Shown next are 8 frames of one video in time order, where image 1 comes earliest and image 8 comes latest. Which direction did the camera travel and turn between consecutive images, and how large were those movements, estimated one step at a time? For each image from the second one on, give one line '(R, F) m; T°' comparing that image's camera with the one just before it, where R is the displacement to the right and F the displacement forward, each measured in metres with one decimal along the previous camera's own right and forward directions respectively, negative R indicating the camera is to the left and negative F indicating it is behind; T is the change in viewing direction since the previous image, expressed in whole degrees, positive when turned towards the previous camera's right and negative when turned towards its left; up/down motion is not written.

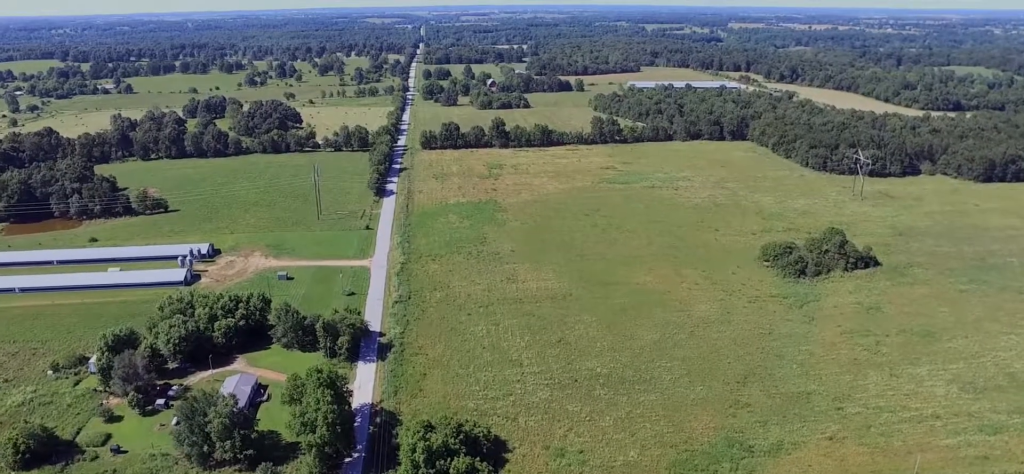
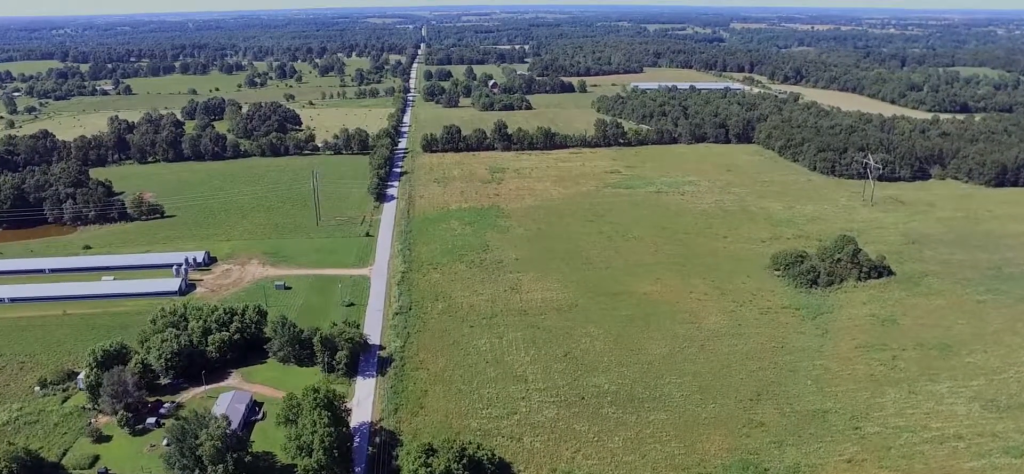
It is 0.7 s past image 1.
(0.0, +8.6) m; 0°
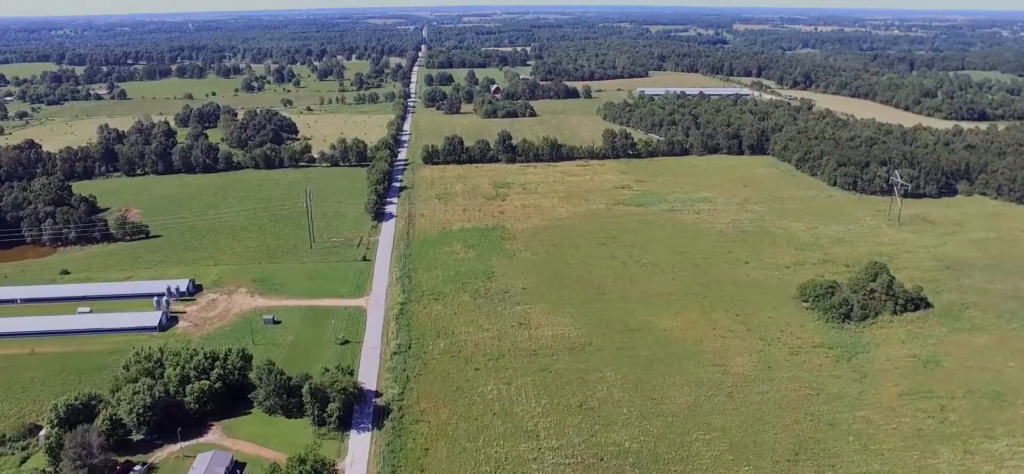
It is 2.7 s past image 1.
(+0.1, +23.8) m; +1°
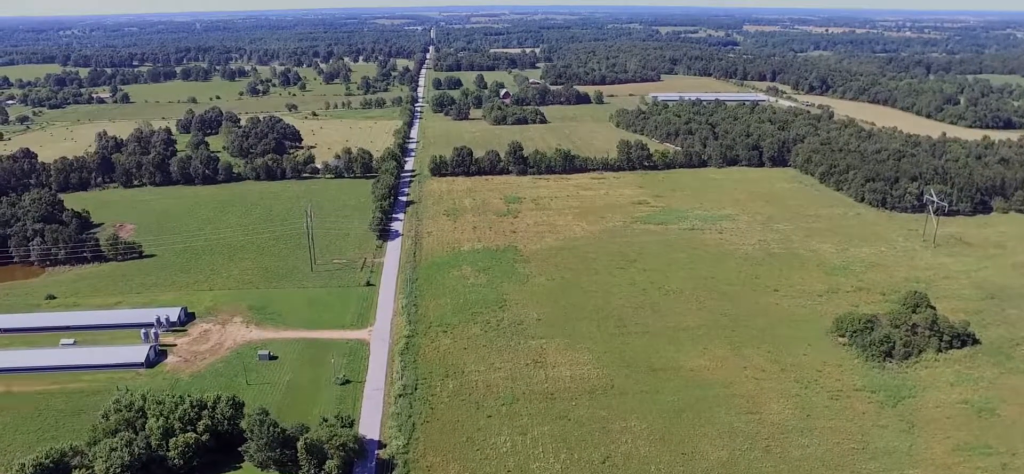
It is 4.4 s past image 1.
(+0.3, +21.3) m; +2°
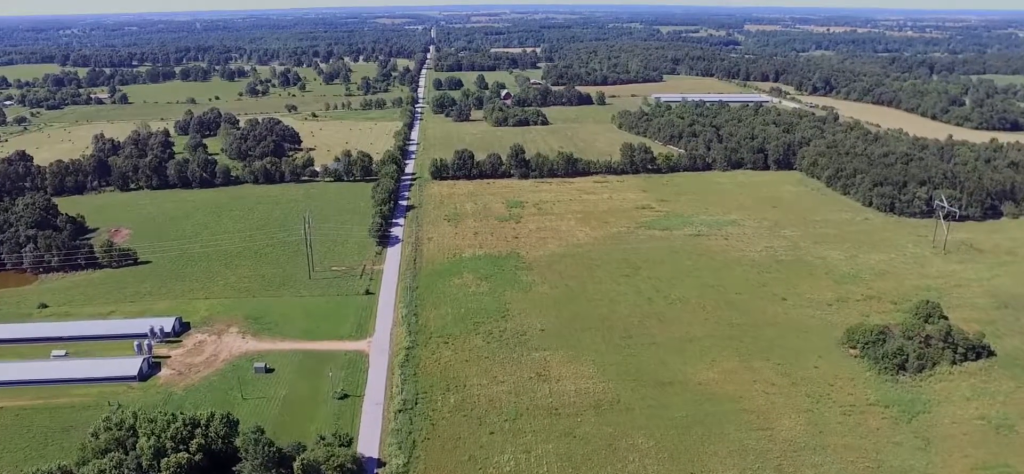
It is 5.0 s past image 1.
(+0.1, +7.4) m; 0°
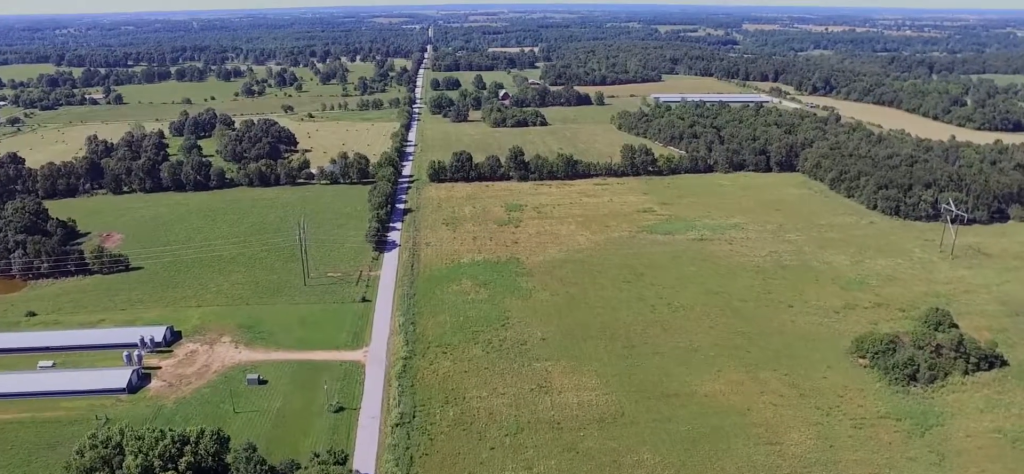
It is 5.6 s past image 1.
(0.0, +7.5) m; 0°
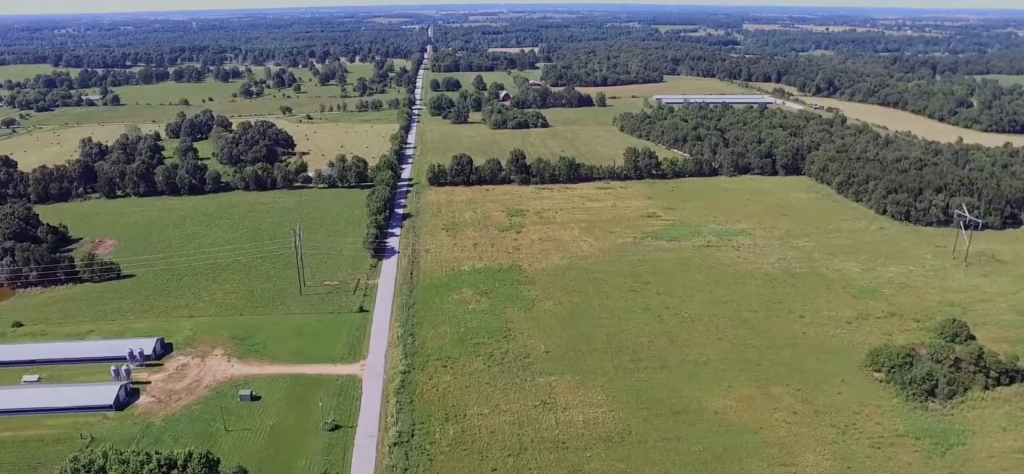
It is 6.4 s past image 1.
(0.0, +9.6) m; 0°
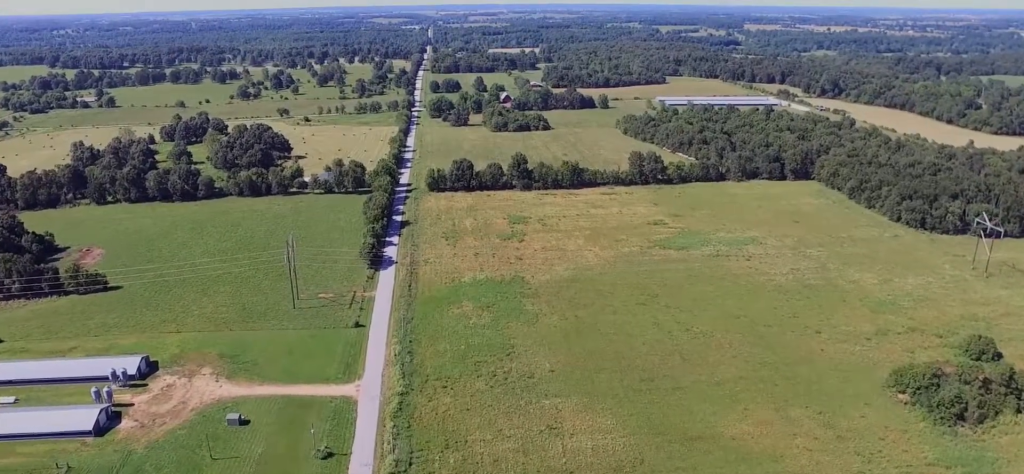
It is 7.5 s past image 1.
(0.0, +14.8) m; 0°
